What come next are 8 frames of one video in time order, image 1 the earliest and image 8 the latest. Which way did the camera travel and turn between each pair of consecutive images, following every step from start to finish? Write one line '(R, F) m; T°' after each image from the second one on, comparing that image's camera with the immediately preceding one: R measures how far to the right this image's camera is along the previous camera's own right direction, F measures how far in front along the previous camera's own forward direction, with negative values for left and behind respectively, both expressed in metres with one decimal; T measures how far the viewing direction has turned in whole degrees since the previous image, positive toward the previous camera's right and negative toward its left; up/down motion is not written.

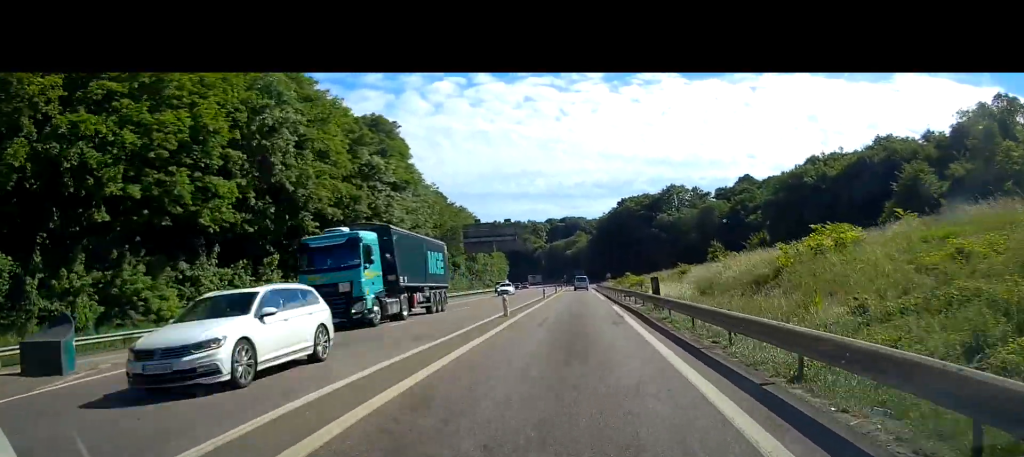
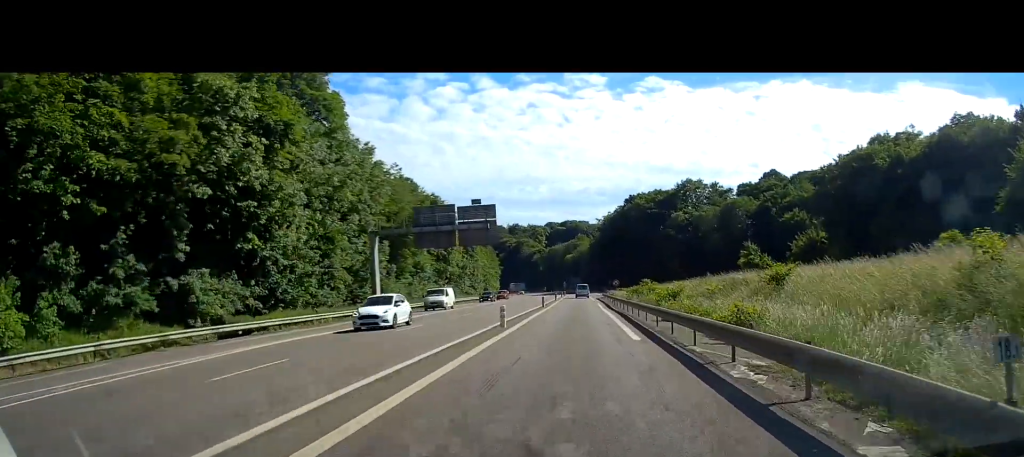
(+0.1, +24.7) m; 0°
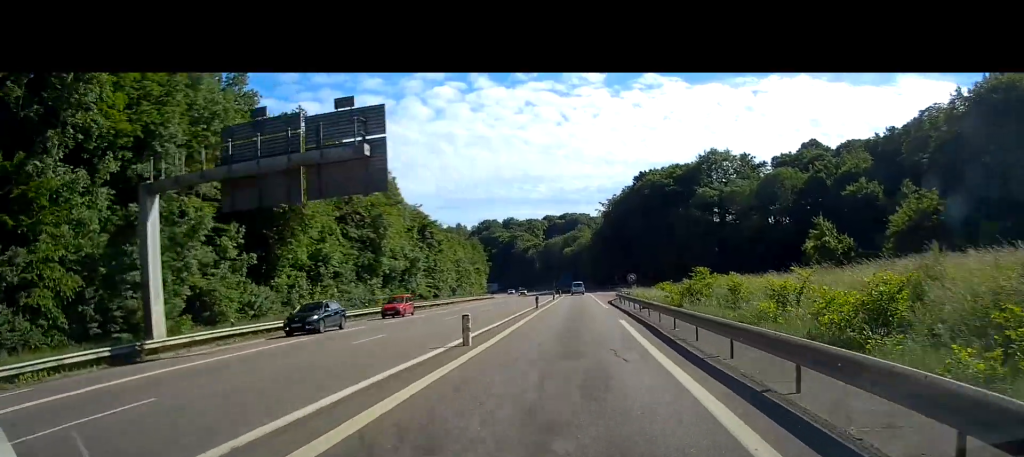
(-0.3, +31.4) m; -1°
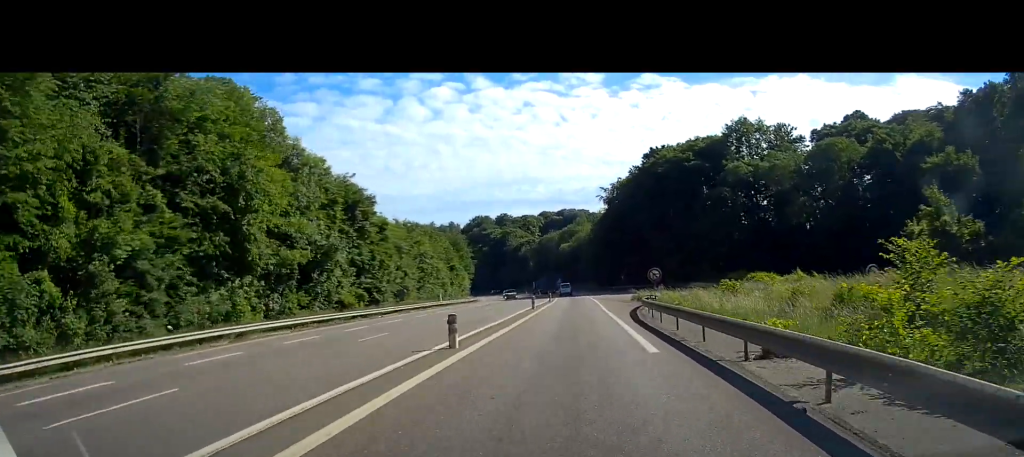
(0.0, +25.2) m; 0°
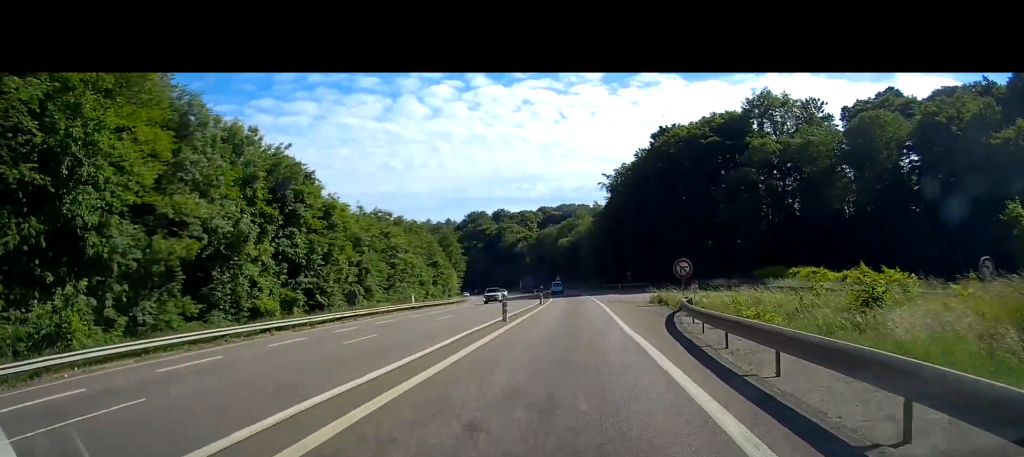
(0.0, +14.0) m; 0°
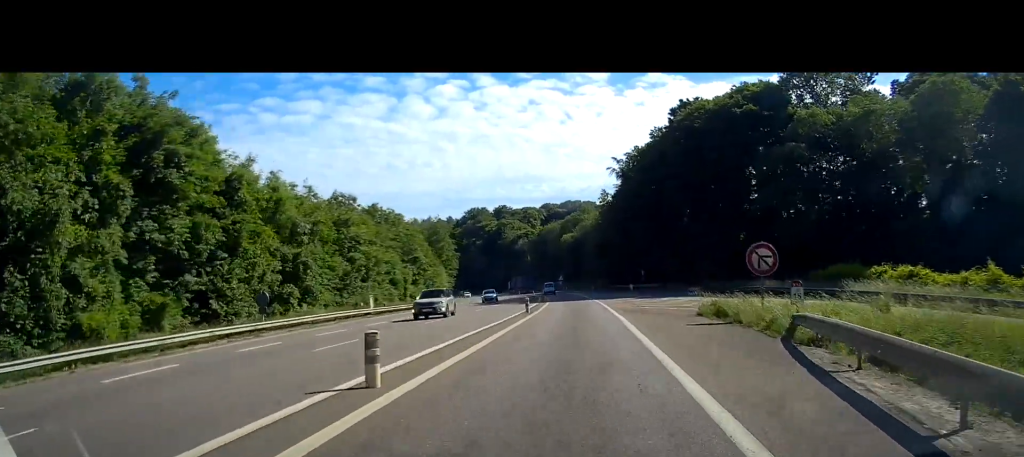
(0.0, +15.5) m; 0°
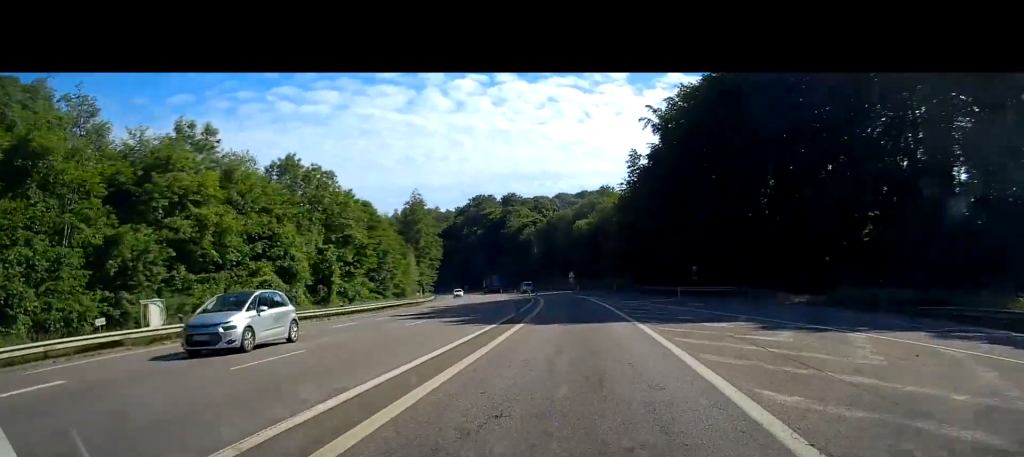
(-0.4, +30.7) m; -2°
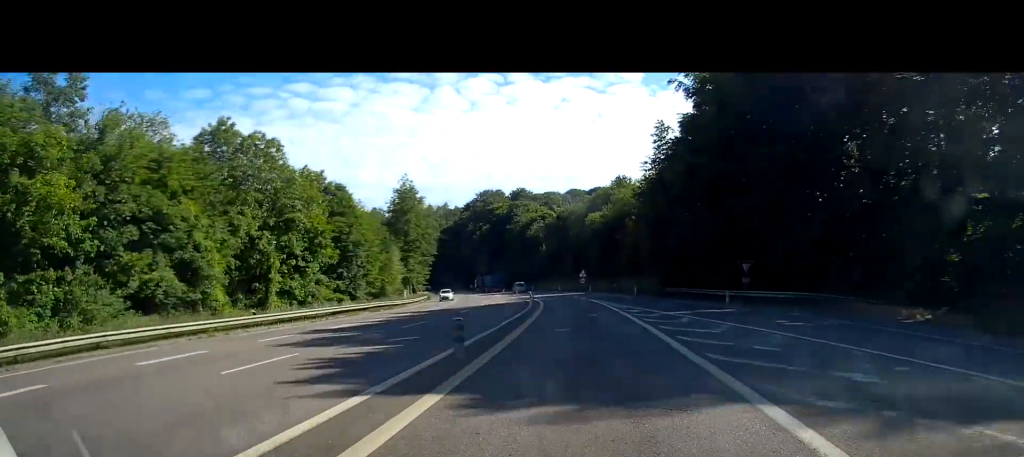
(0.0, +13.9) m; -1°
